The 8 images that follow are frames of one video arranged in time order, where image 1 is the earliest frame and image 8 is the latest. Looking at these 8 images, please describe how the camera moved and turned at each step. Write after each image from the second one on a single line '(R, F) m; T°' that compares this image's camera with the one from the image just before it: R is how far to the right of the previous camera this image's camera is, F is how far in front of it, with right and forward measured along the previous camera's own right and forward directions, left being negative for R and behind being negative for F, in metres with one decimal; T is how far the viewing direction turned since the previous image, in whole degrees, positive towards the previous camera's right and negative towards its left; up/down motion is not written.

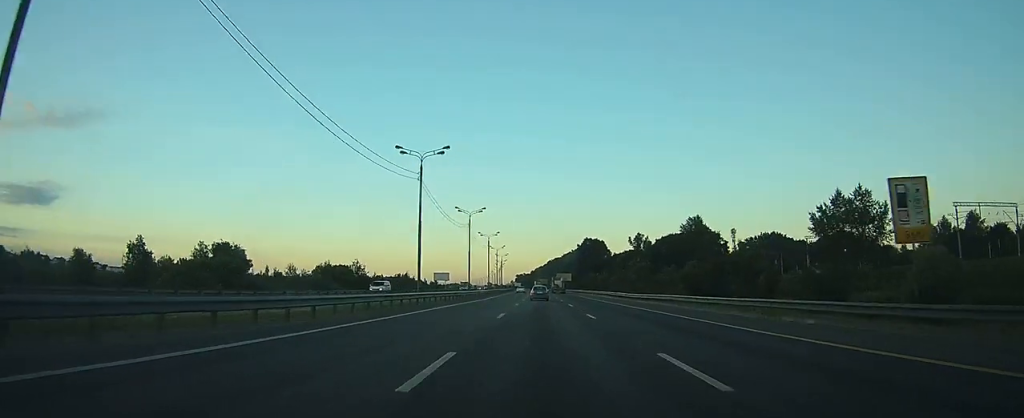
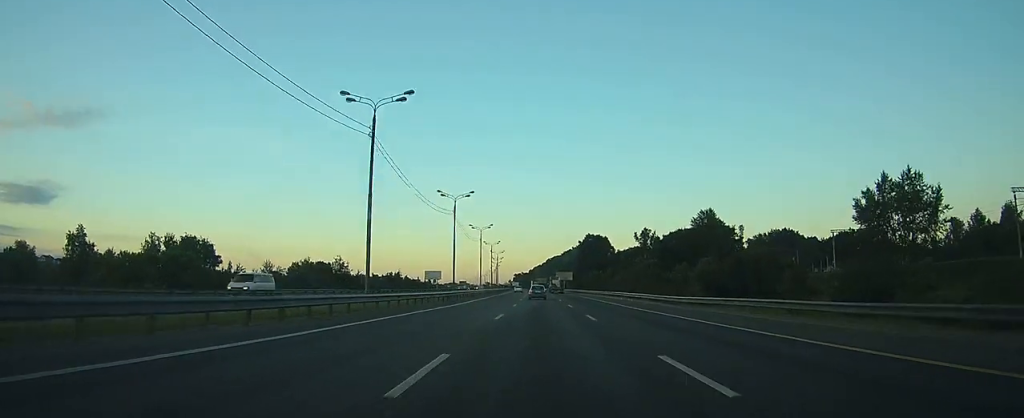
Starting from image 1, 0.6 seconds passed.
(0.0, +16.3) m; 0°
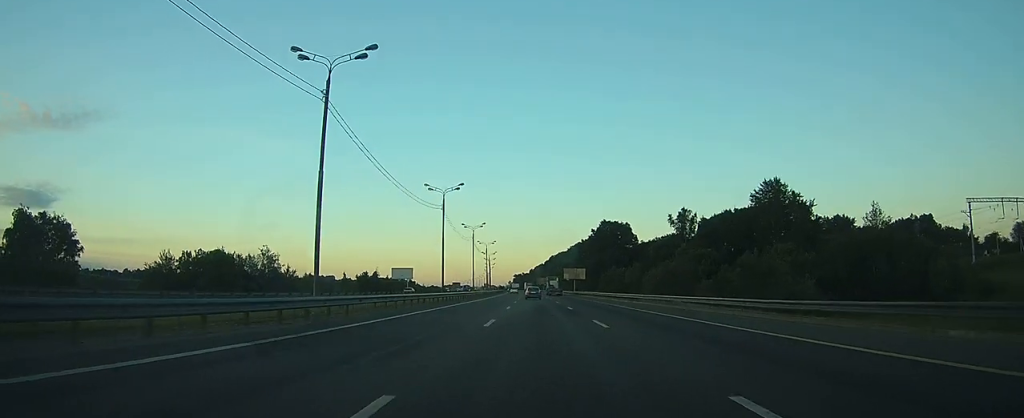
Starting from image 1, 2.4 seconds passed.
(-0.4, +51.9) m; 0°
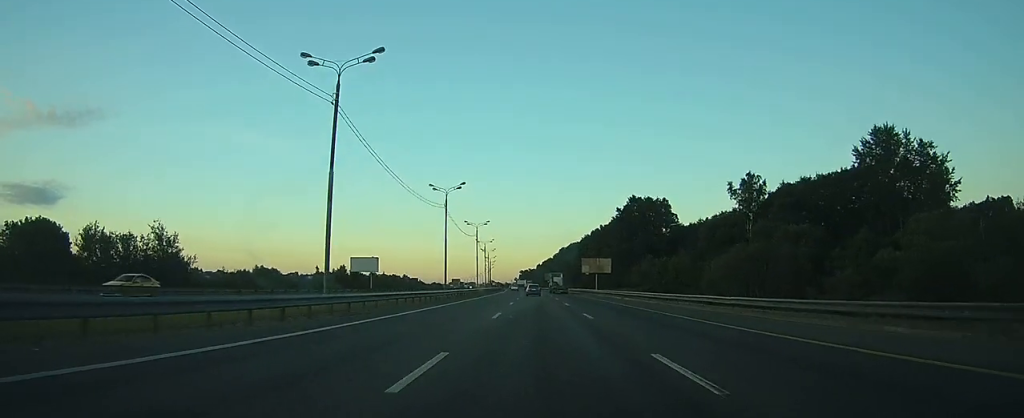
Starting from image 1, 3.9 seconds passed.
(+0.1, +43.7) m; 0°
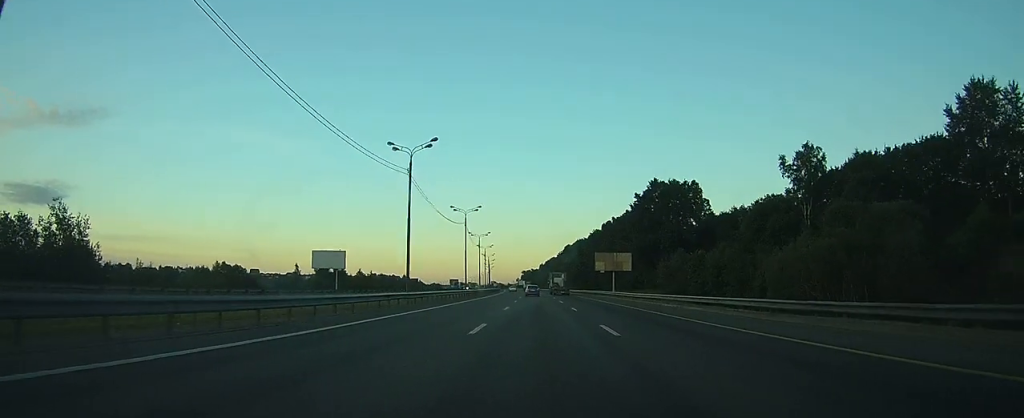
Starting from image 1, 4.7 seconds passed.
(-0.1, +23.4) m; 0°
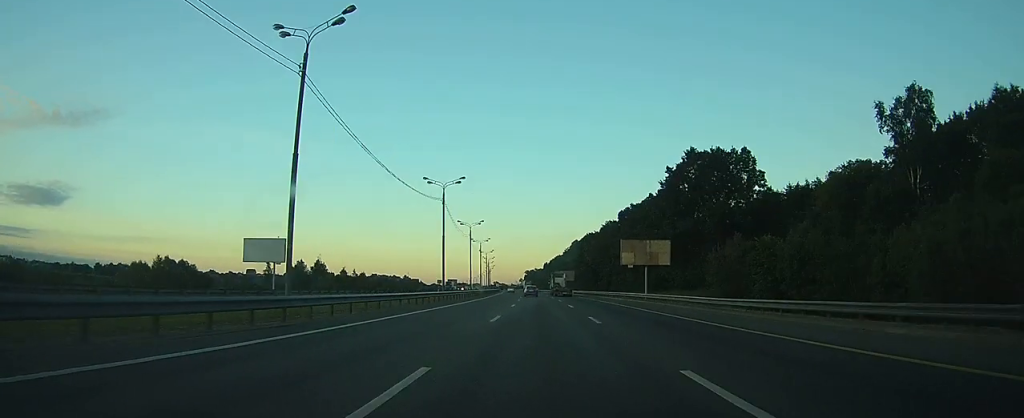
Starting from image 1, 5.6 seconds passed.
(-0.1, +26.5) m; -1°
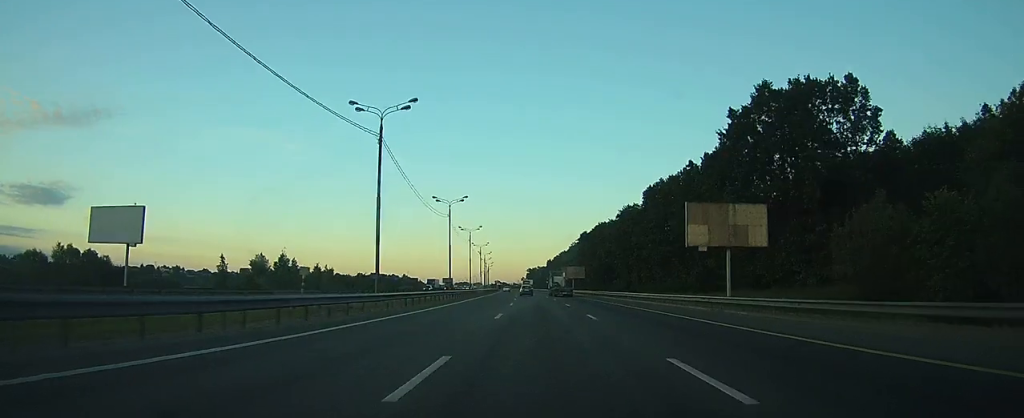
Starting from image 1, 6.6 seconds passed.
(-0.1, +30.5) m; 0°
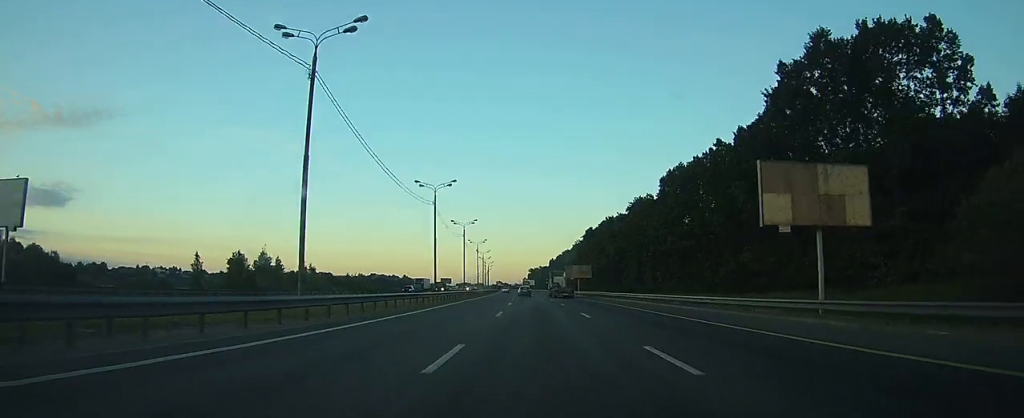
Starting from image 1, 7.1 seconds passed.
(0.0, +13.8) m; 0°
